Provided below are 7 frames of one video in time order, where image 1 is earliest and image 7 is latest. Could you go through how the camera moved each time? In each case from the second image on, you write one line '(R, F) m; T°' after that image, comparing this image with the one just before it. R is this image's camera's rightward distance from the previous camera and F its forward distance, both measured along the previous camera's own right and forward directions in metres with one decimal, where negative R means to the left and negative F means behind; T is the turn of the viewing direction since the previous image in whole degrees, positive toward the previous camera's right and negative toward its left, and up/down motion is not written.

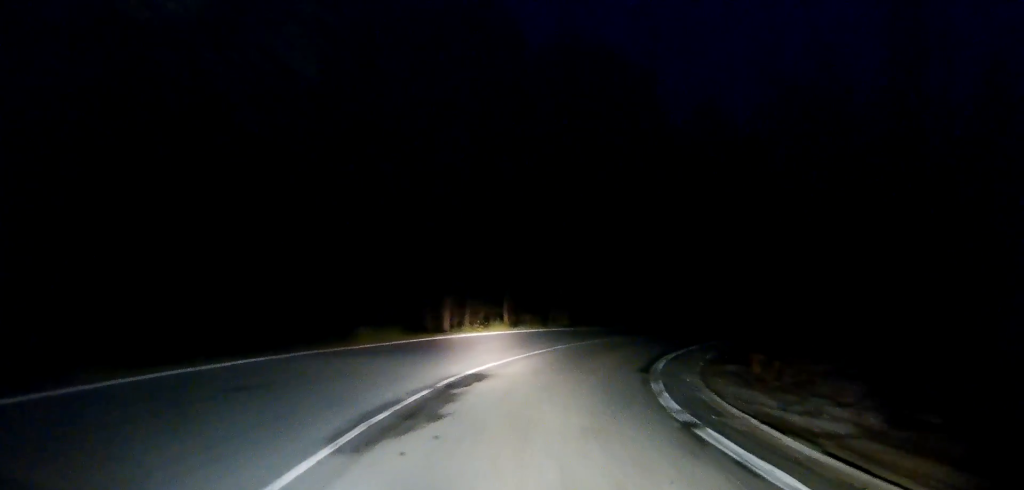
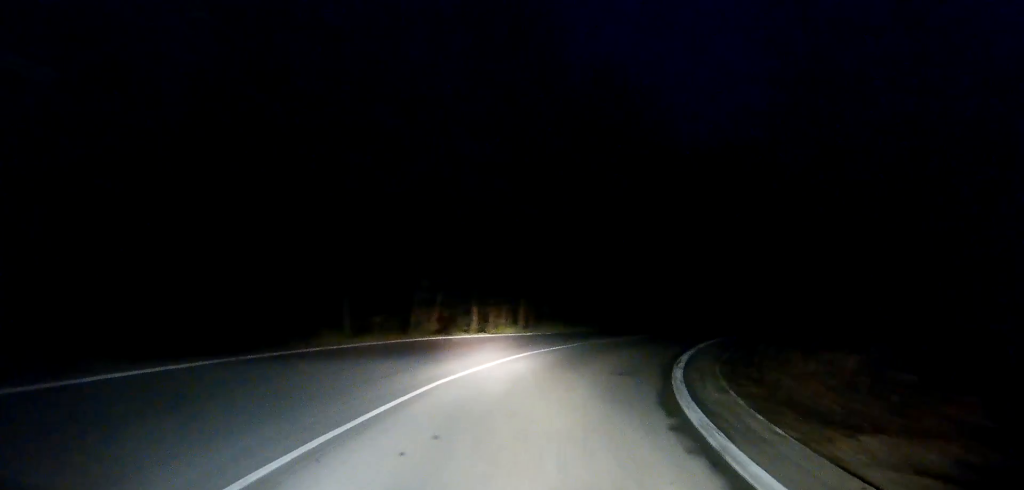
(+1.2, +14.6) m; +10°
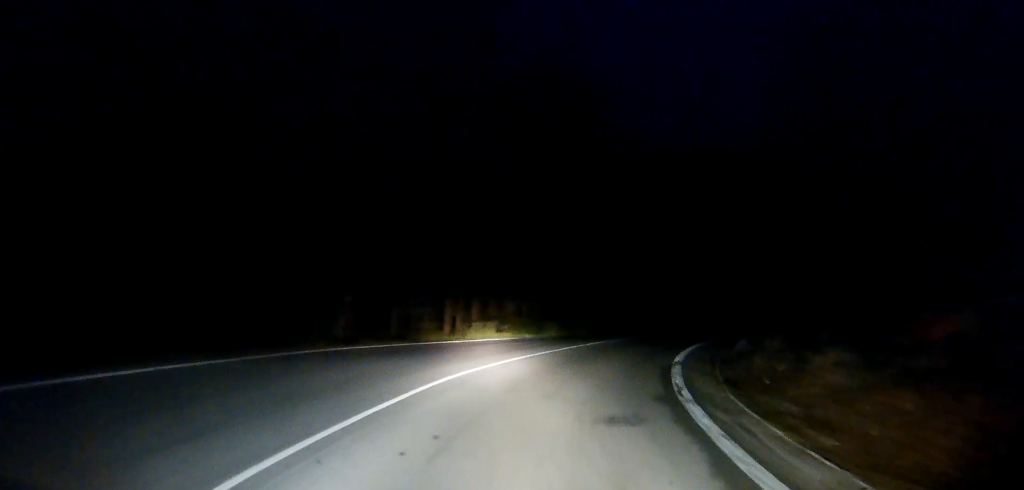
(+0.1, +6.7) m; +6°
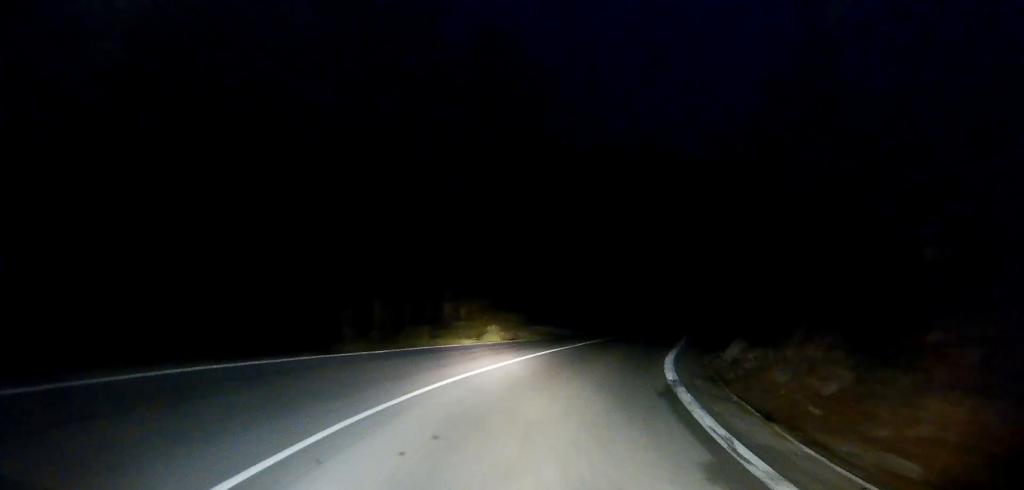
(+0.3, +5.8) m; +5°
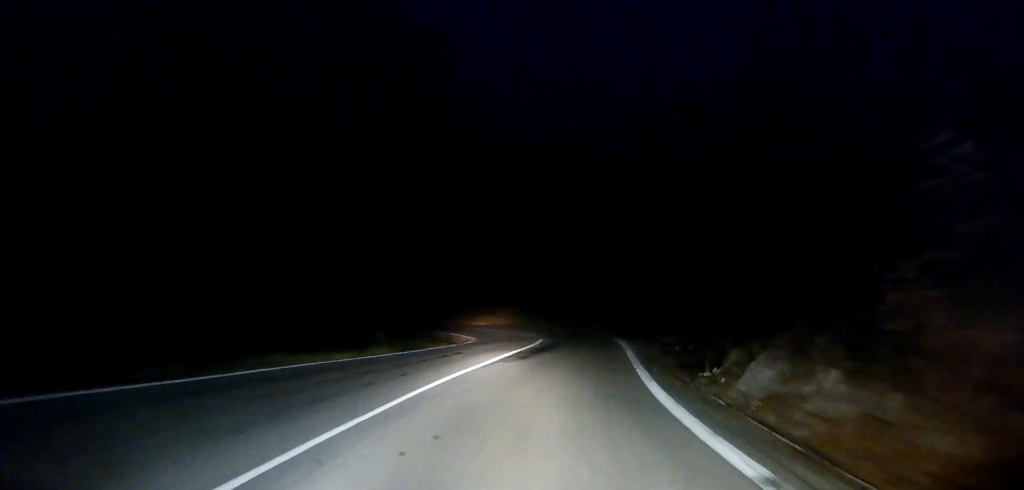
(+0.7, +9.6) m; +7°
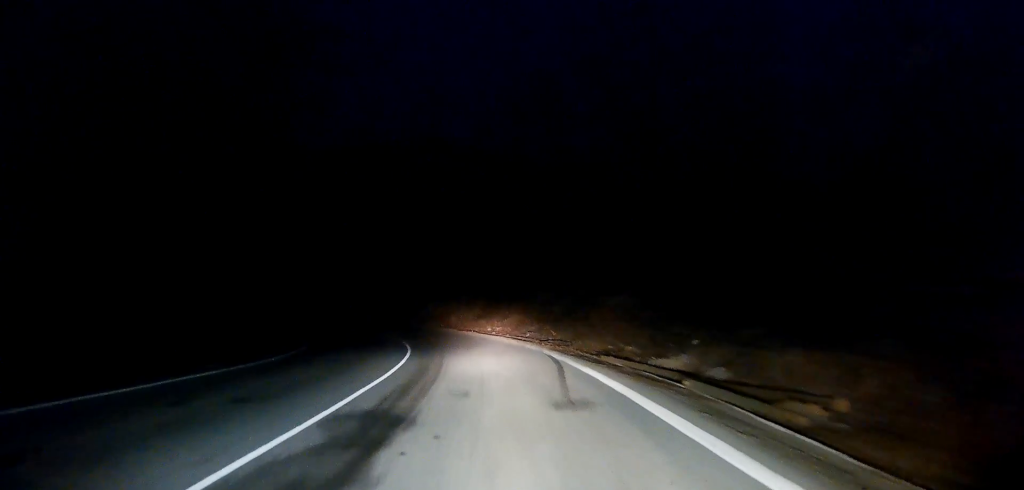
(+2.0, +25.2) m; +4°
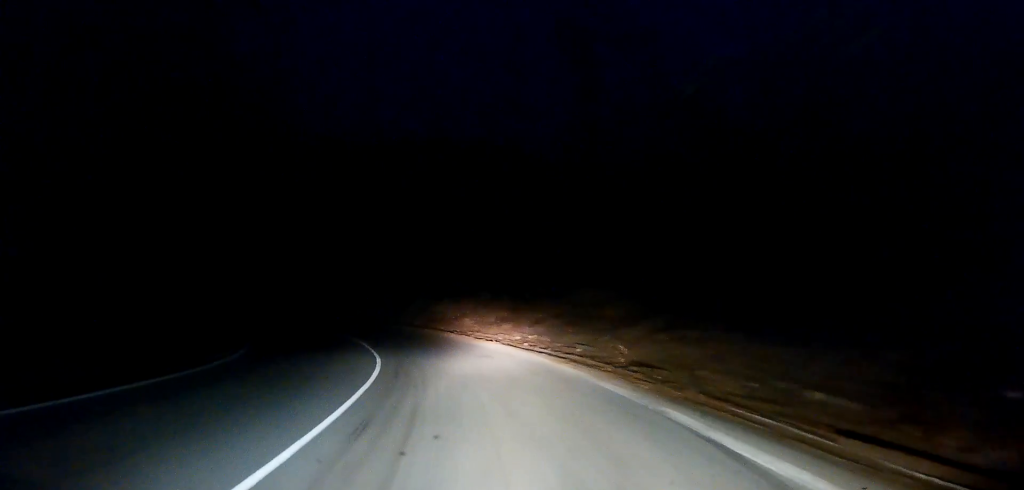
(-0.2, +14.7) m; -3°
